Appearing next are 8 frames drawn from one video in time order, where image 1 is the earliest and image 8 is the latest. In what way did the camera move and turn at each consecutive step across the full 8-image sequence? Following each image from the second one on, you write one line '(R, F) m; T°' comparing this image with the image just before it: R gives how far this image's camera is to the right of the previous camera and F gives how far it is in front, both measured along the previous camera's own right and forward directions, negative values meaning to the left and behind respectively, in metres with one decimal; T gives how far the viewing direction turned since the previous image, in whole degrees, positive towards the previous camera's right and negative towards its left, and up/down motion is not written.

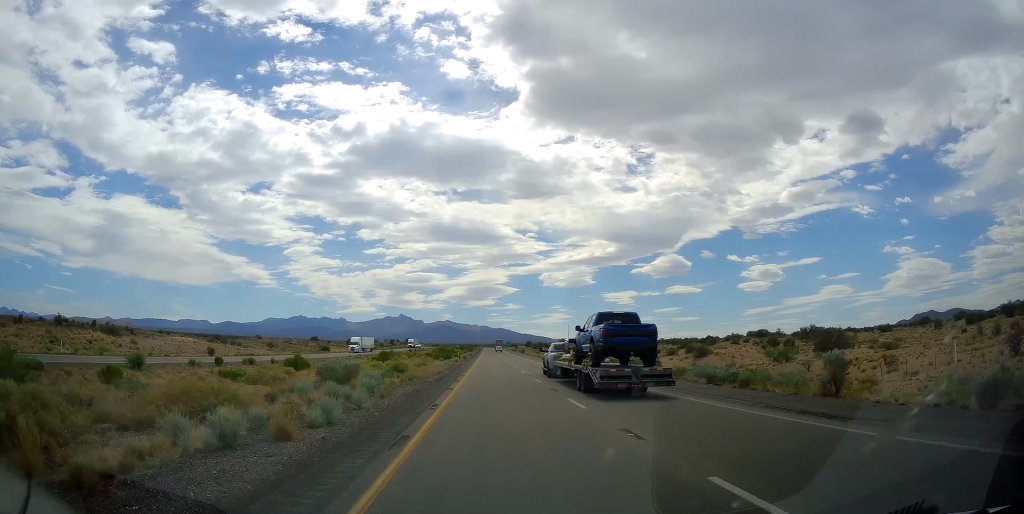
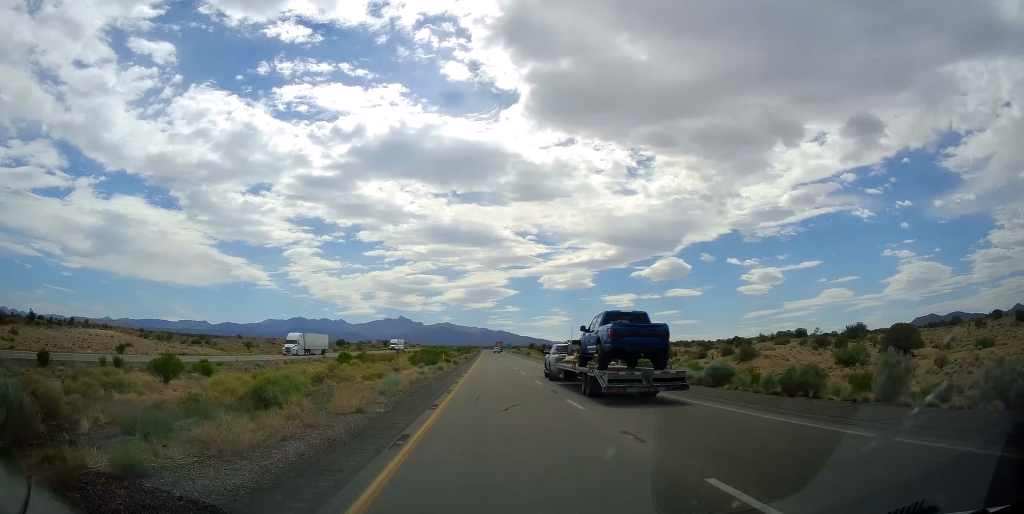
(0.0, +24.4) m; 0°
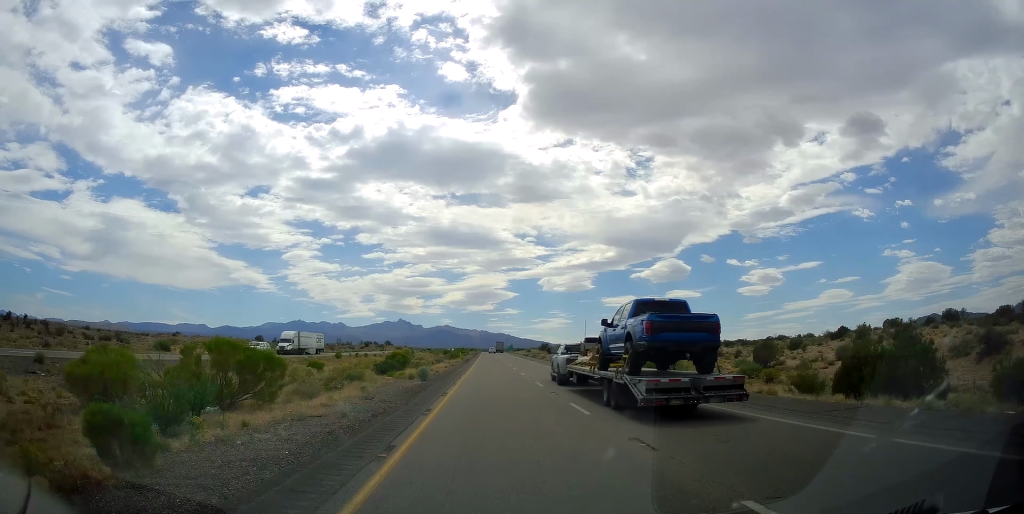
(-0.1, +60.7) m; -1°
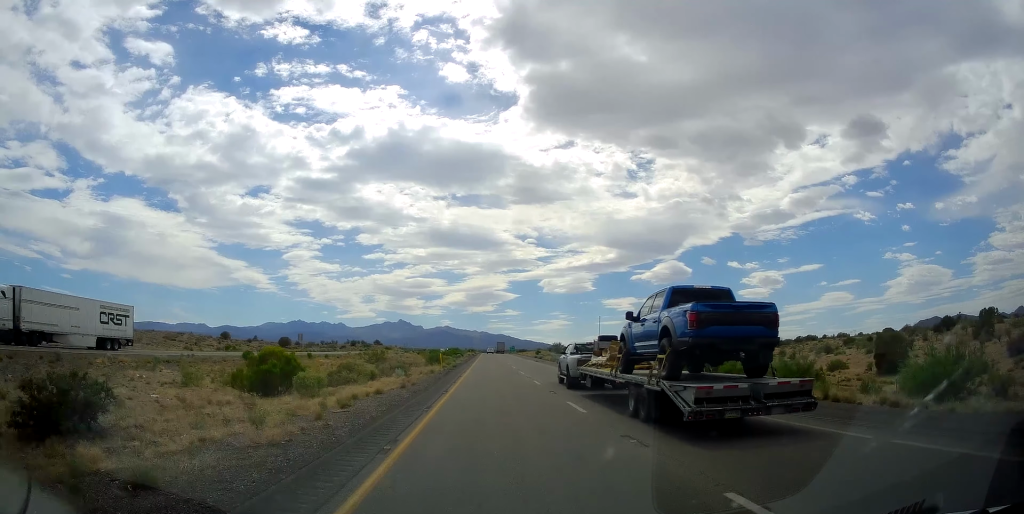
(-0.3, +35.6) m; 0°
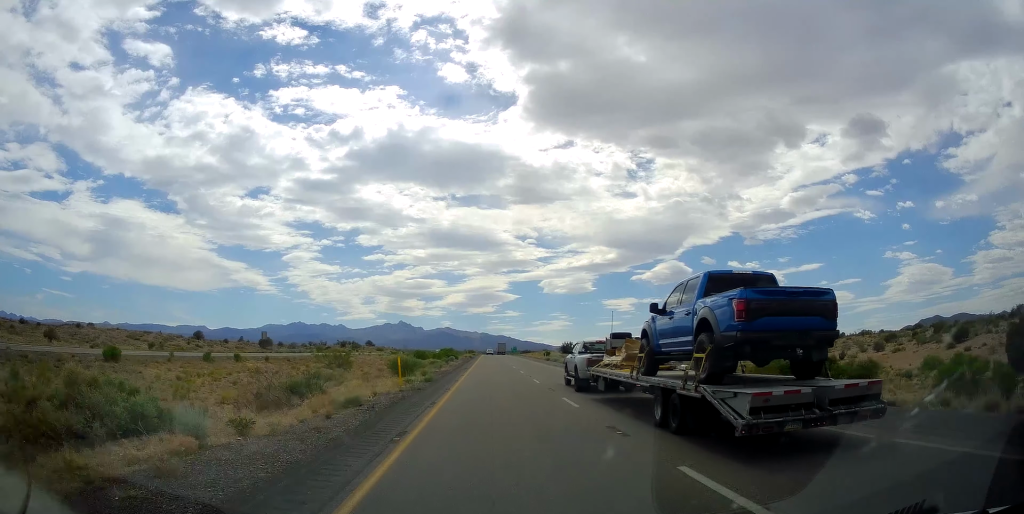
(+0.3, +22.8) m; +1°
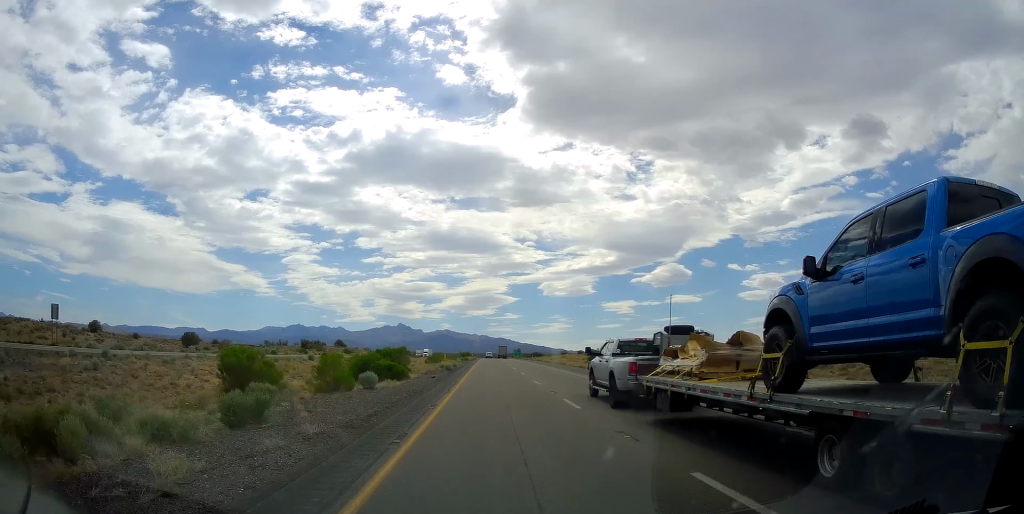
(+0.4, +60.6) m; 0°
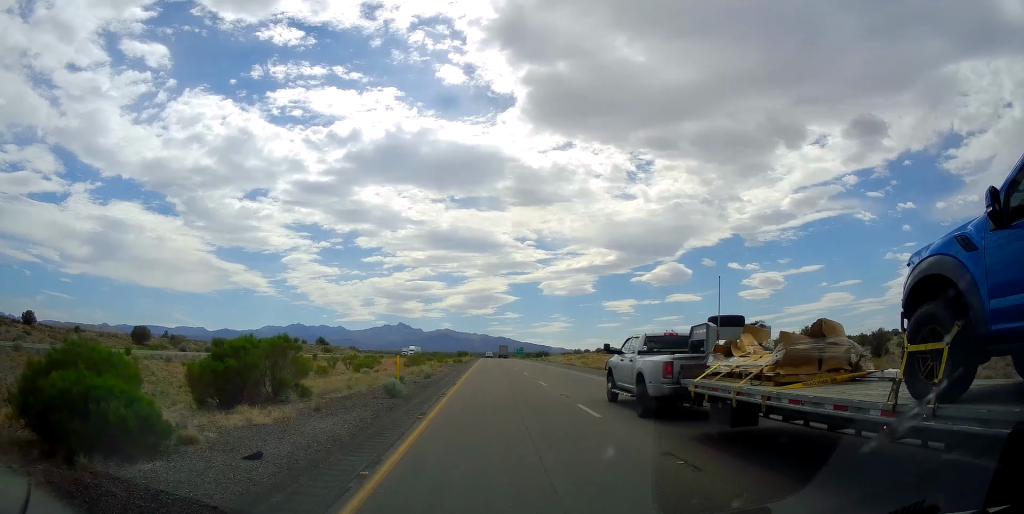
(0.0, +26.9) m; -1°
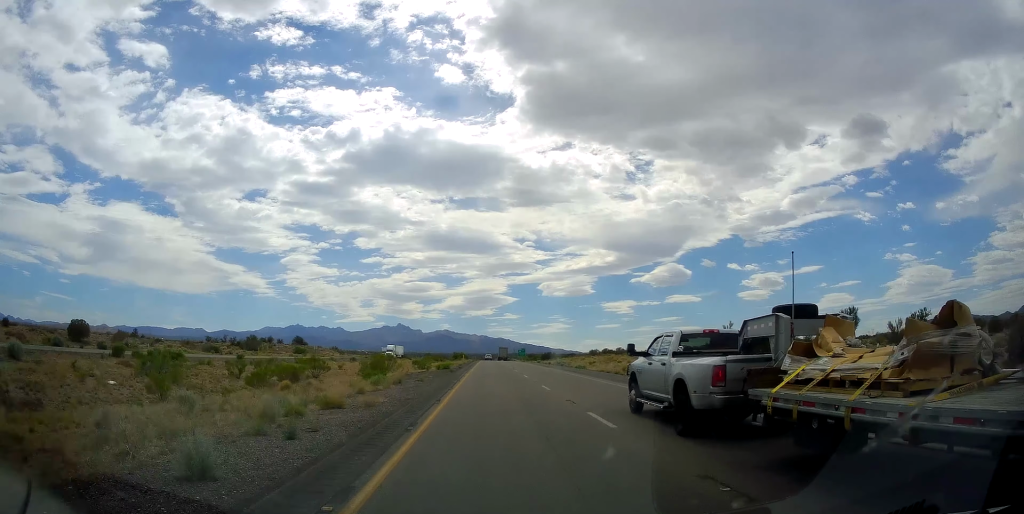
(-0.3, +25.8) m; 0°
